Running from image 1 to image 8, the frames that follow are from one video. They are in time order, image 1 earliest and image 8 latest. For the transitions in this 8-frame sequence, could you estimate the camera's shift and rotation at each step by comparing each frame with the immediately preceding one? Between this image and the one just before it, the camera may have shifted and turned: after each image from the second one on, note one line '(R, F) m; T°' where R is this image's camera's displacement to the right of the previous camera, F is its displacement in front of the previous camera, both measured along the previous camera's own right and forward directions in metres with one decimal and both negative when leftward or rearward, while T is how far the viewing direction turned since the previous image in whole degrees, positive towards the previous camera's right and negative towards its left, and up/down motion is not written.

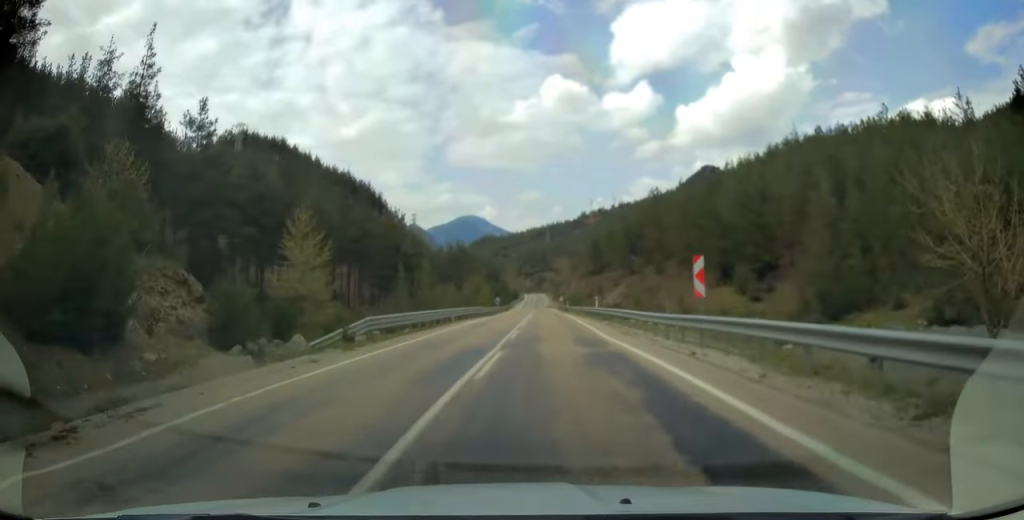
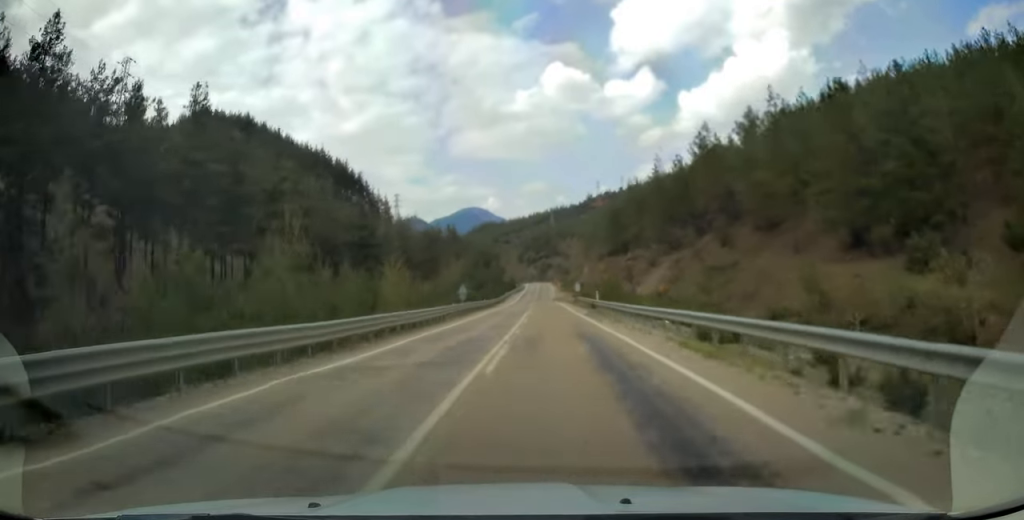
(-0.7, +45.2) m; -1°
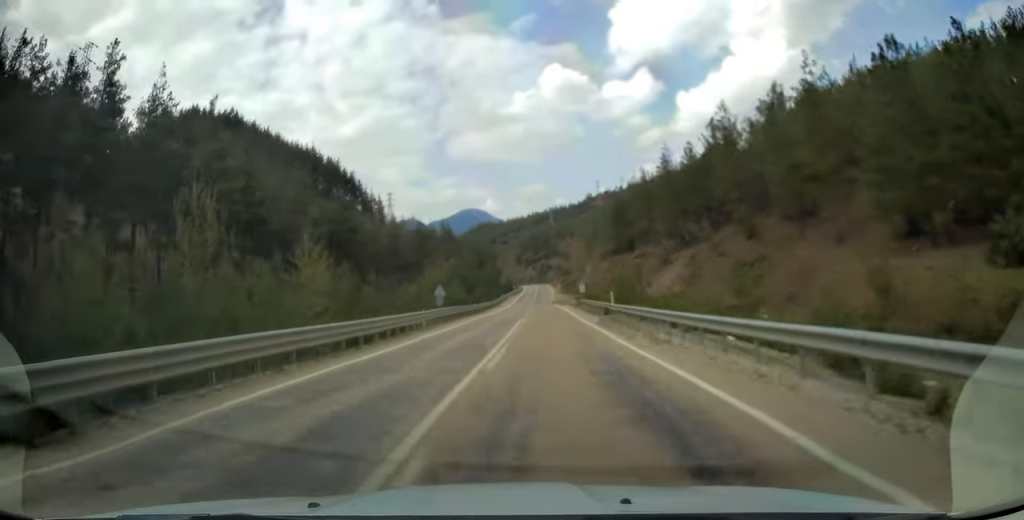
(+0.1, +10.9) m; 0°
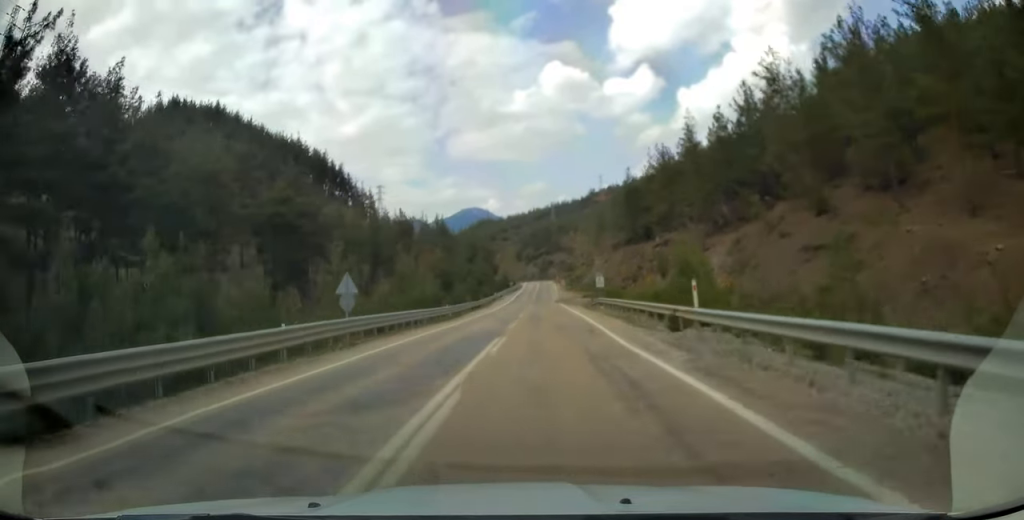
(+0.1, +19.4) m; +1°
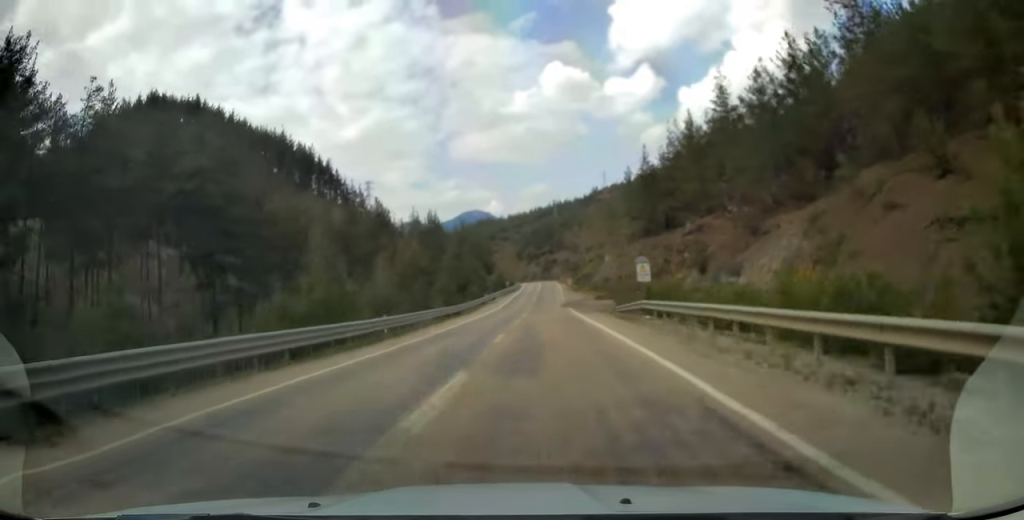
(+0.1, +18.8) m; 0°
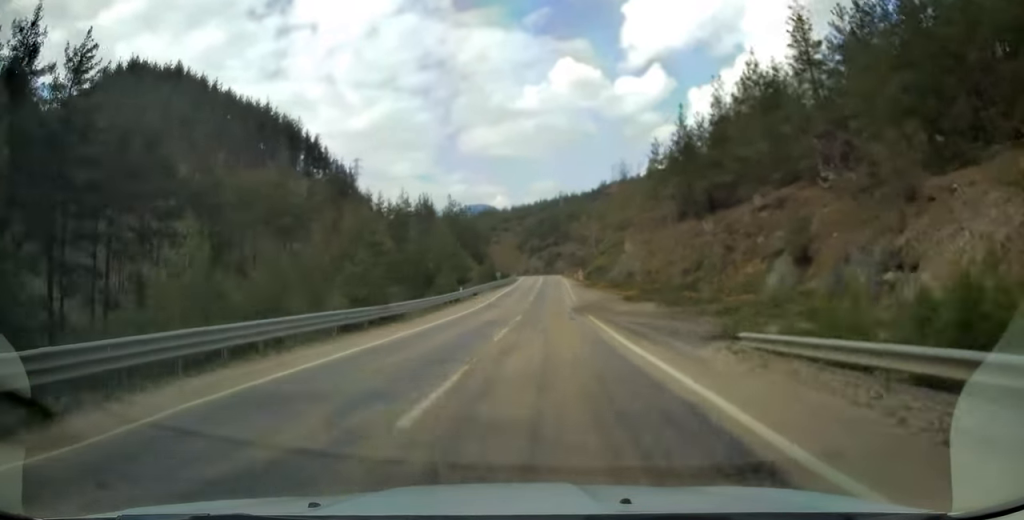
(0.0, +23.2) m; 0°
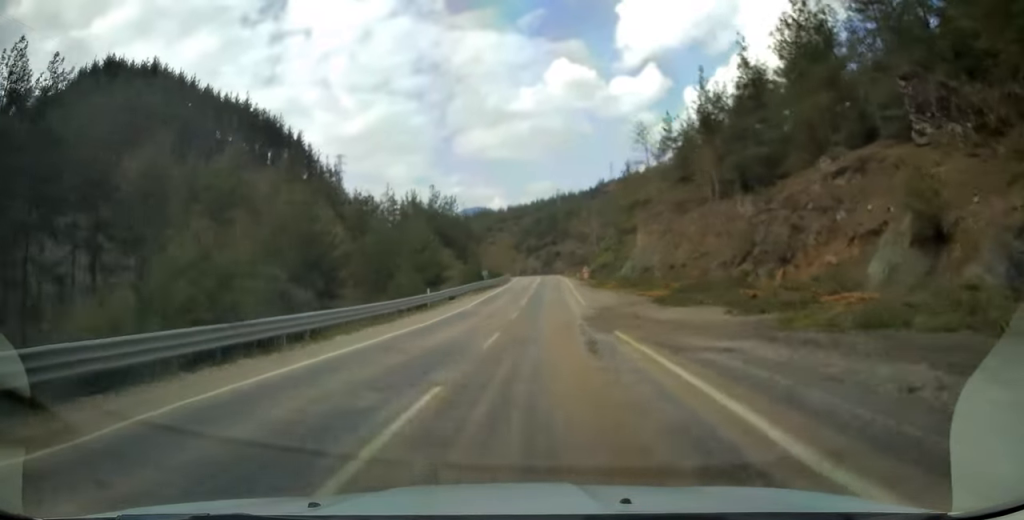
(0.0, +13.8) m; 0°
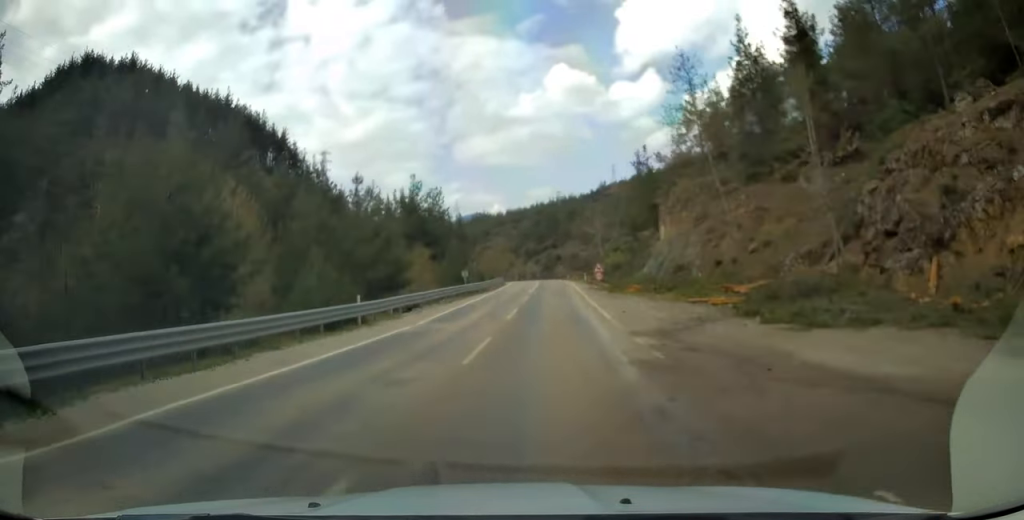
(0.0, +14.7) m; 0°
